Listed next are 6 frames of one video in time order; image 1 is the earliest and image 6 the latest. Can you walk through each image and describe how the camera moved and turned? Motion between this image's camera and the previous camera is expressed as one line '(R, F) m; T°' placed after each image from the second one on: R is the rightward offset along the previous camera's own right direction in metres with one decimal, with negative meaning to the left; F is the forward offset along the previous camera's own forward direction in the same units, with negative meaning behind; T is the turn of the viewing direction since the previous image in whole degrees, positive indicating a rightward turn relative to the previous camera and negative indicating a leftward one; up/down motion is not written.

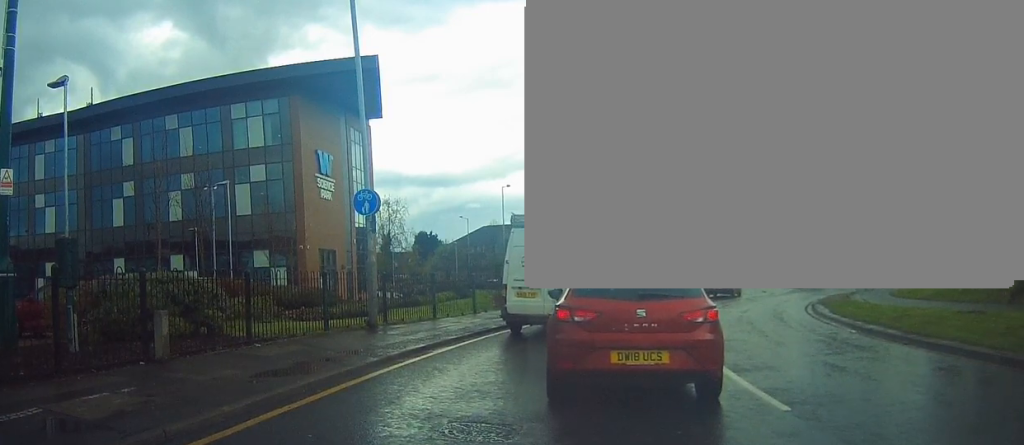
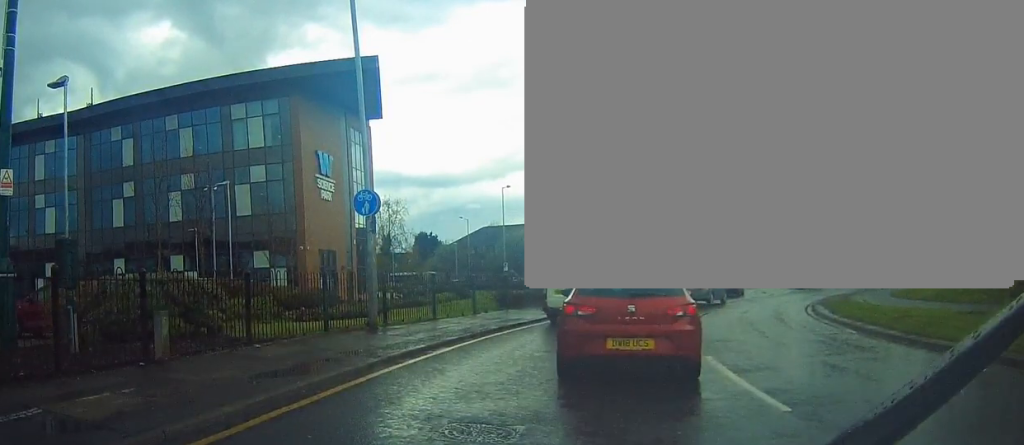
(0.0, 0.0) m; 0°
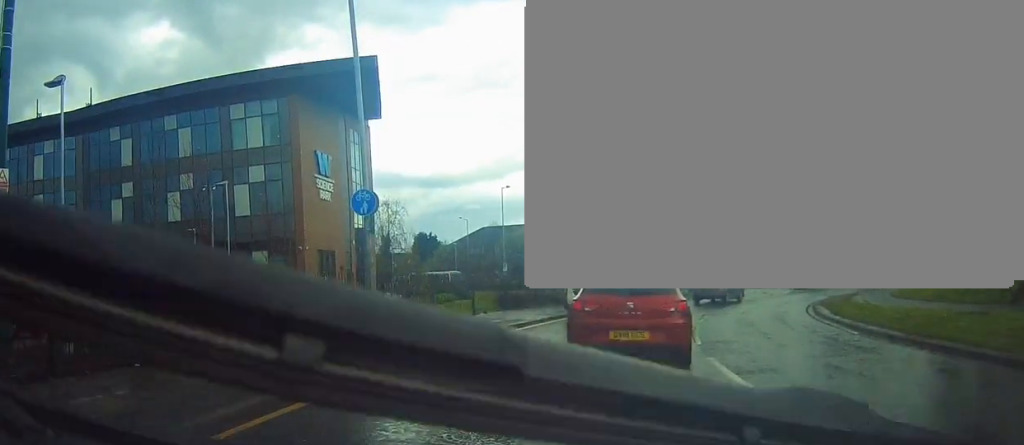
(+0.1, +0.1) m; 0°
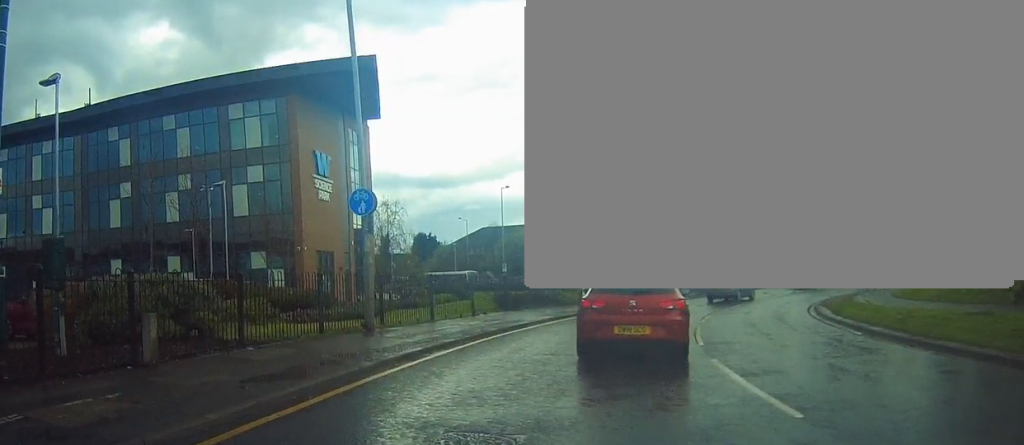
(+0.1, +0.1) m; 0°
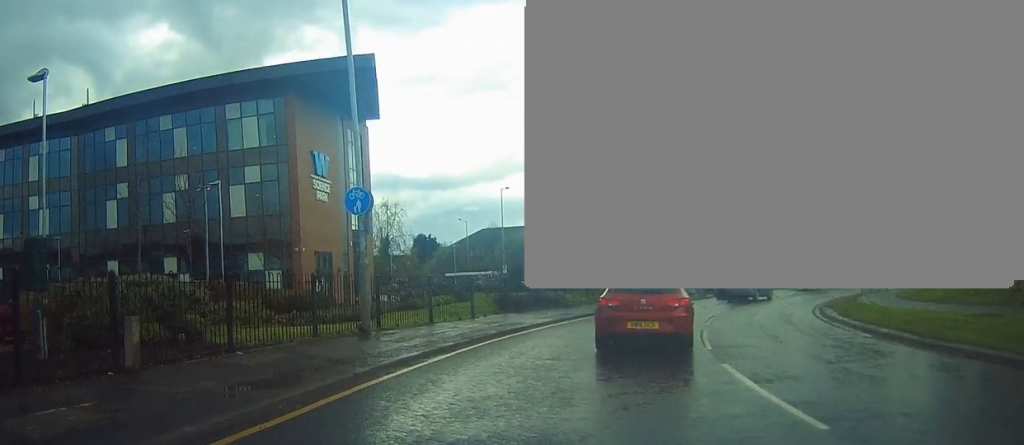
(+0.1, +0.3) m; -3°
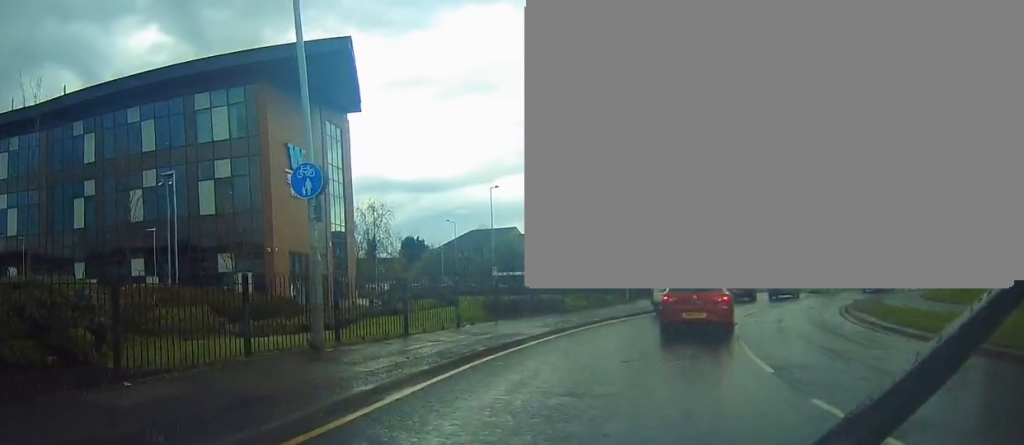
(-0.3, +2.4) m; +2°
